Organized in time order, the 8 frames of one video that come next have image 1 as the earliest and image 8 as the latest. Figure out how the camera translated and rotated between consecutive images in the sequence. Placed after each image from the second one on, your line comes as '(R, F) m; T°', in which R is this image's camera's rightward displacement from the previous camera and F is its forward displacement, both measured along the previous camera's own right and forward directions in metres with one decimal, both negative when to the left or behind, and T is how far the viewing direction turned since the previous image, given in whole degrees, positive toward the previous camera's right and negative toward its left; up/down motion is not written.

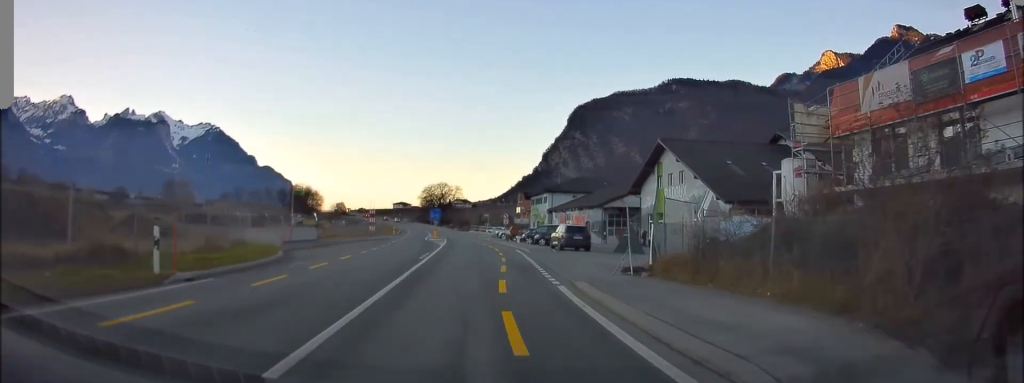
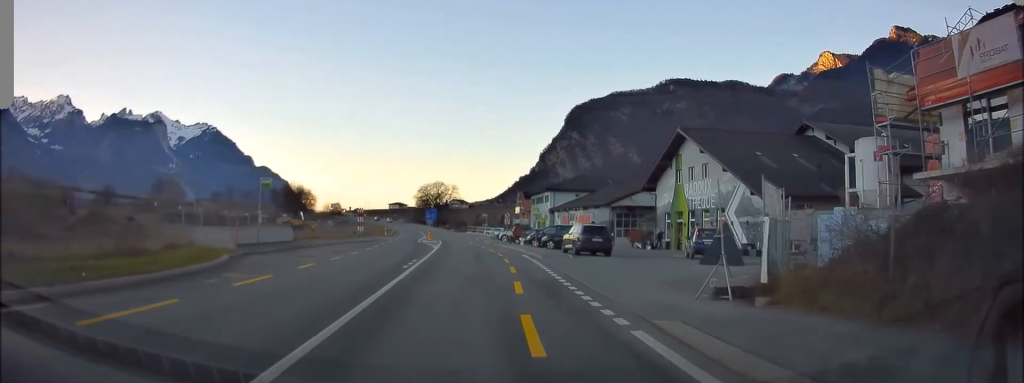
(0.0, +5.4) m; 0°
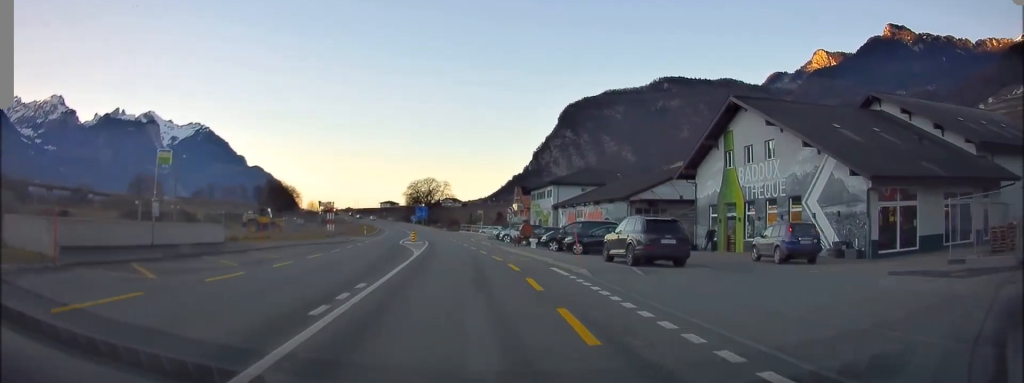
(+0.2, +10.8) m; +1°
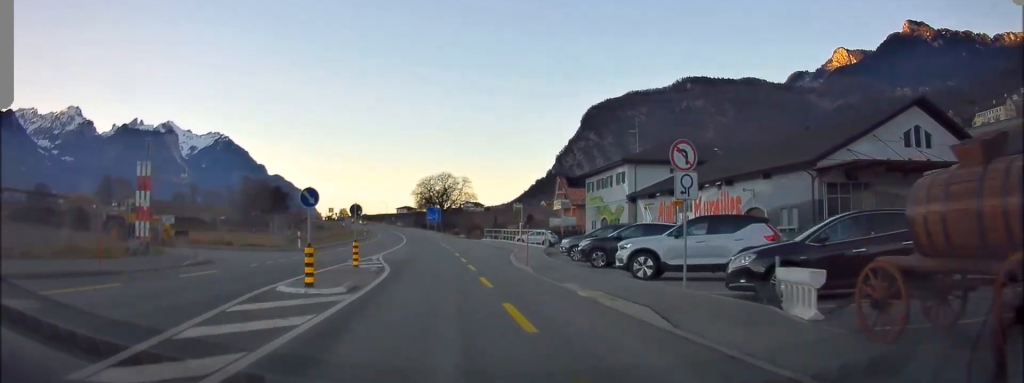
(+0.3, +32.2) m; -1°
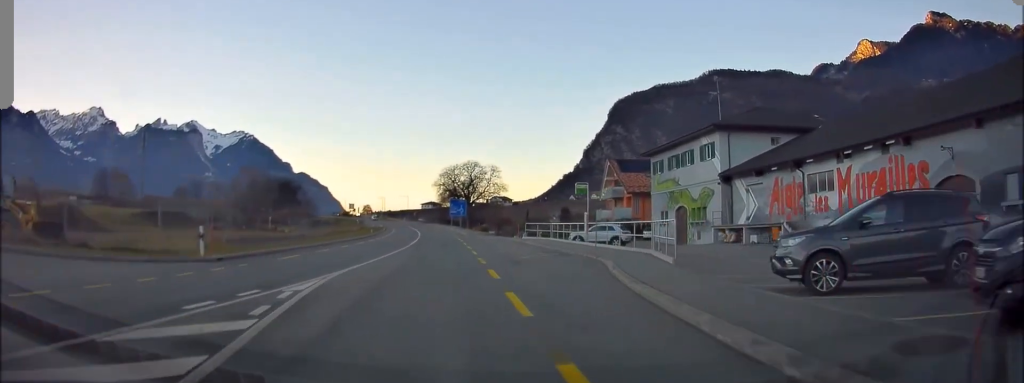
(-0.4, +15.3) m; -2°
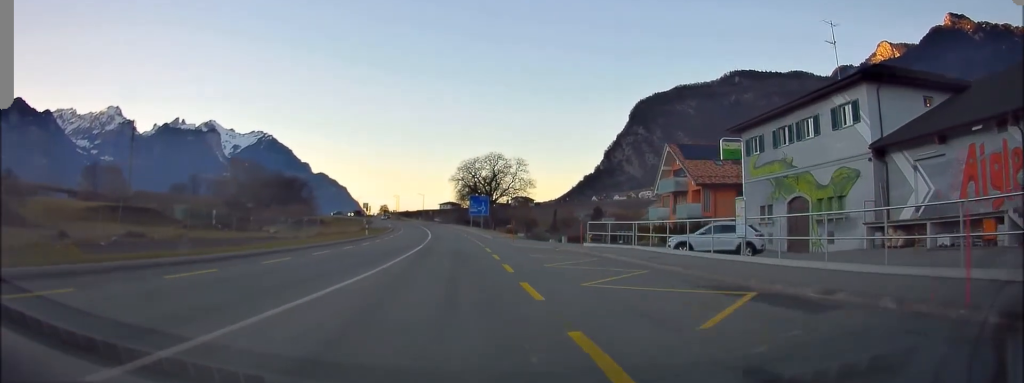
(-0.2, +16.2) m; -2°
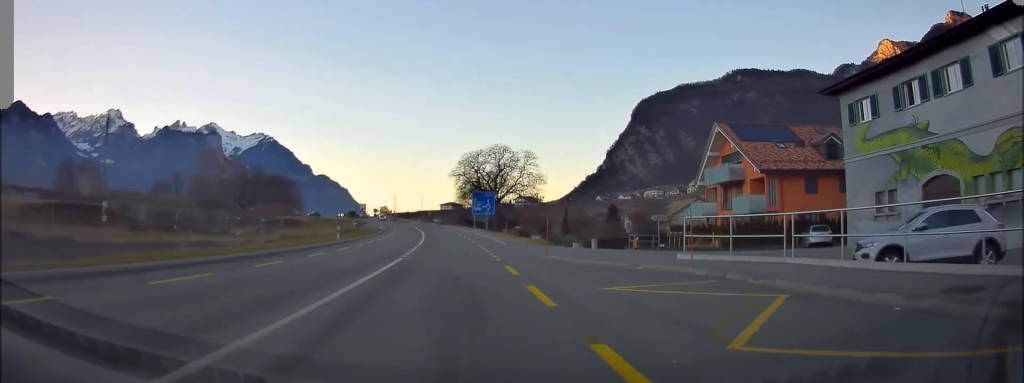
(-0.1, +12.6) m; -1°
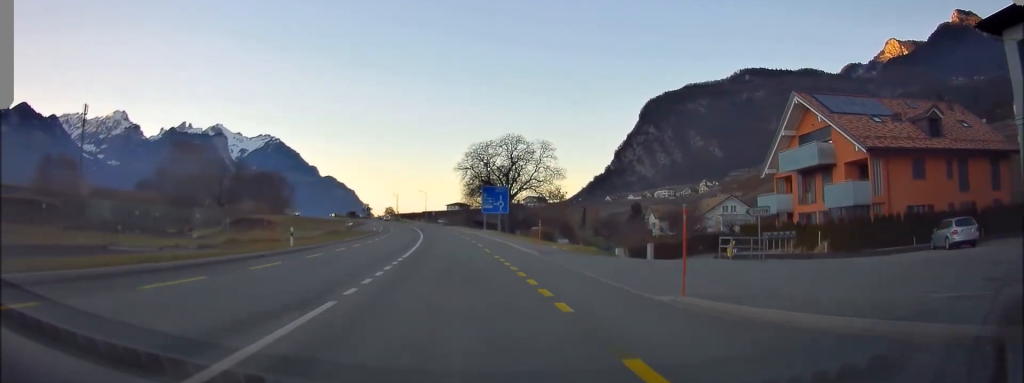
(-0.2, +13.3) m; -1°
